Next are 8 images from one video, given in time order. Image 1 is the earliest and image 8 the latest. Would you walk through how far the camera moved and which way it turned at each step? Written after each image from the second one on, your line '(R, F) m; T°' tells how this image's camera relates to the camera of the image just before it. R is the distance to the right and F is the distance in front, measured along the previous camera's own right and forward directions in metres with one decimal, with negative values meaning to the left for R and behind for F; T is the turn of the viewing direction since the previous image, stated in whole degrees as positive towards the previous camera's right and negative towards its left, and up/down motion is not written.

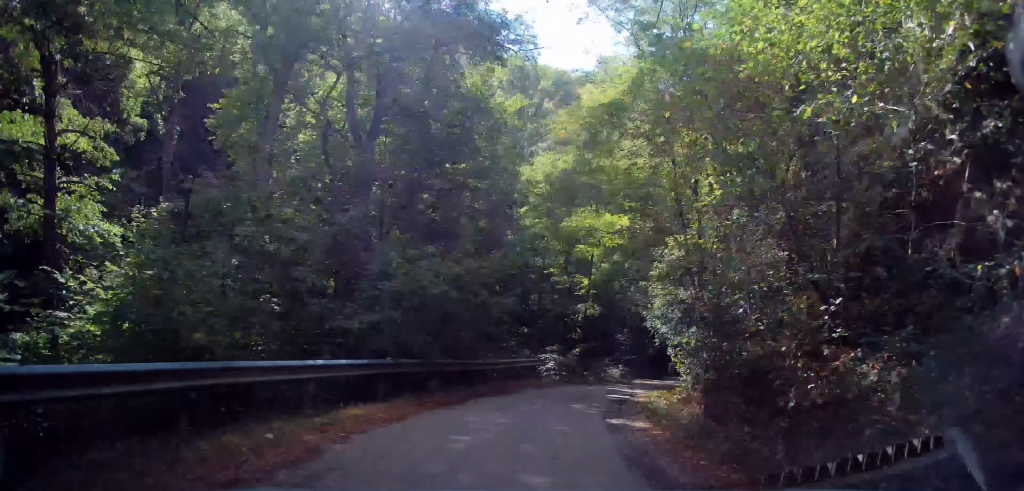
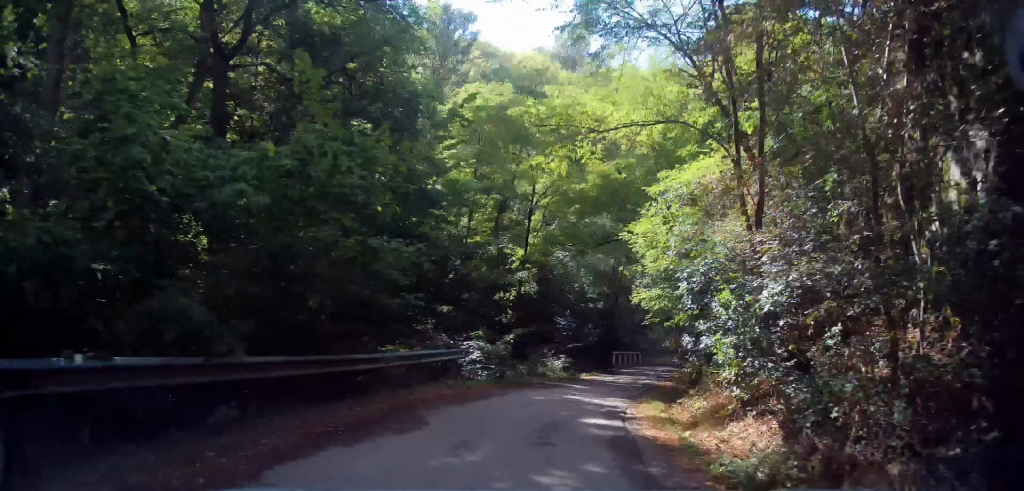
(0.0, +7.8) m; +6°
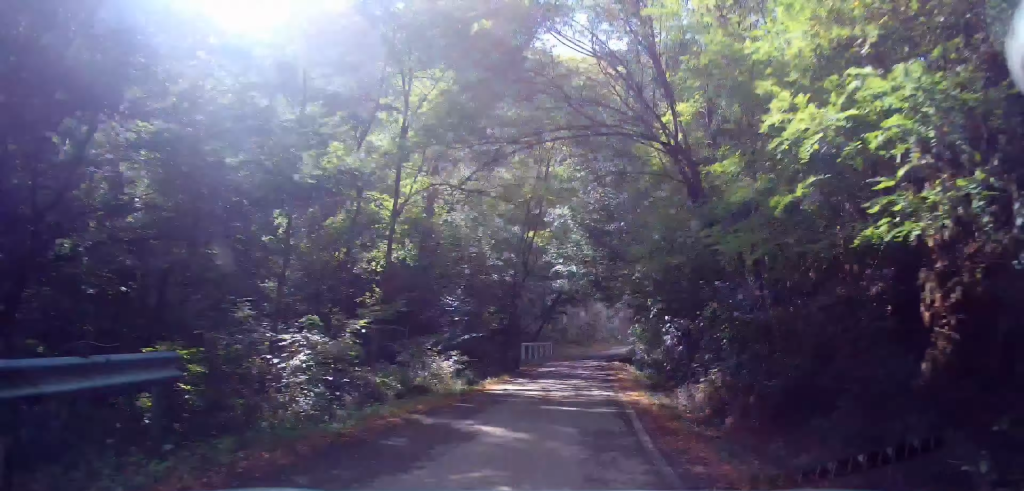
(+1.3, +10.9) m; +10°
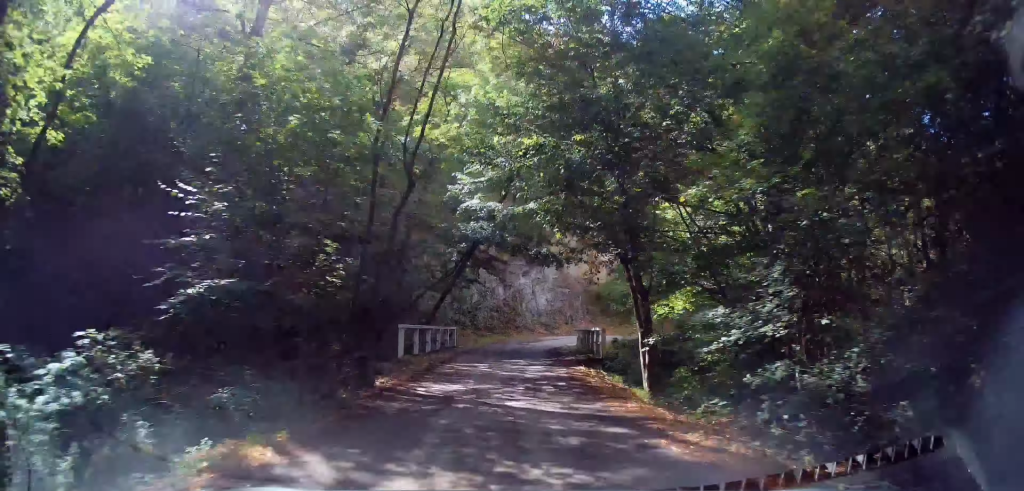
(+1.0, +14.5) m; +7°
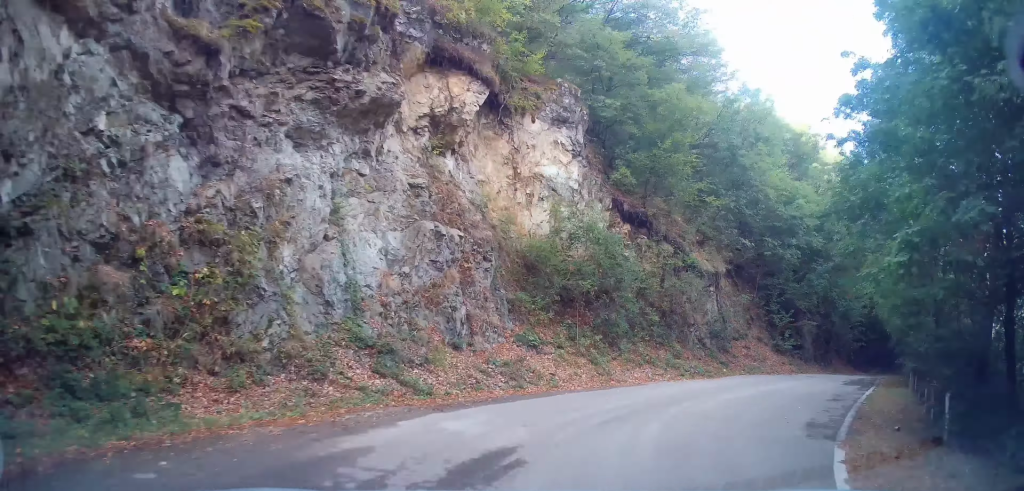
(+3.9, +31.2) m; +18°
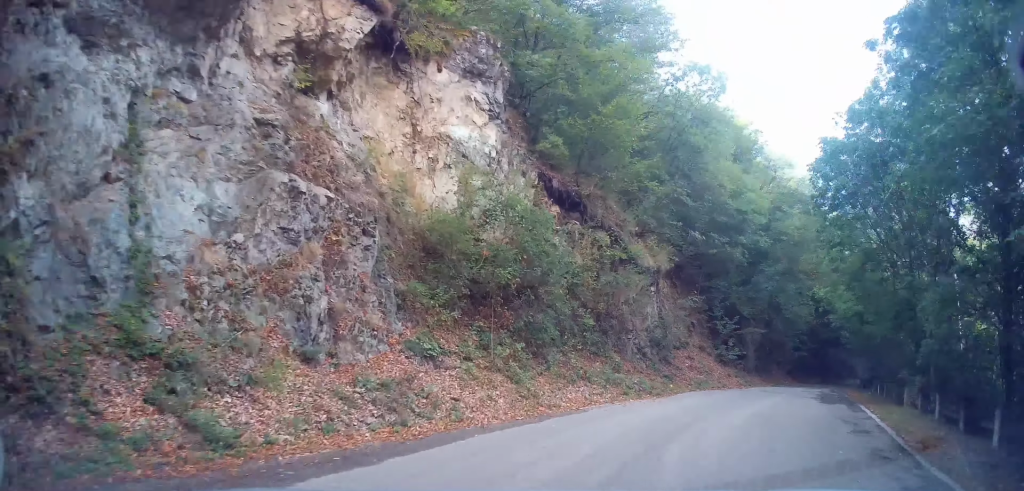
(+0.4, +4.7) m; +9°
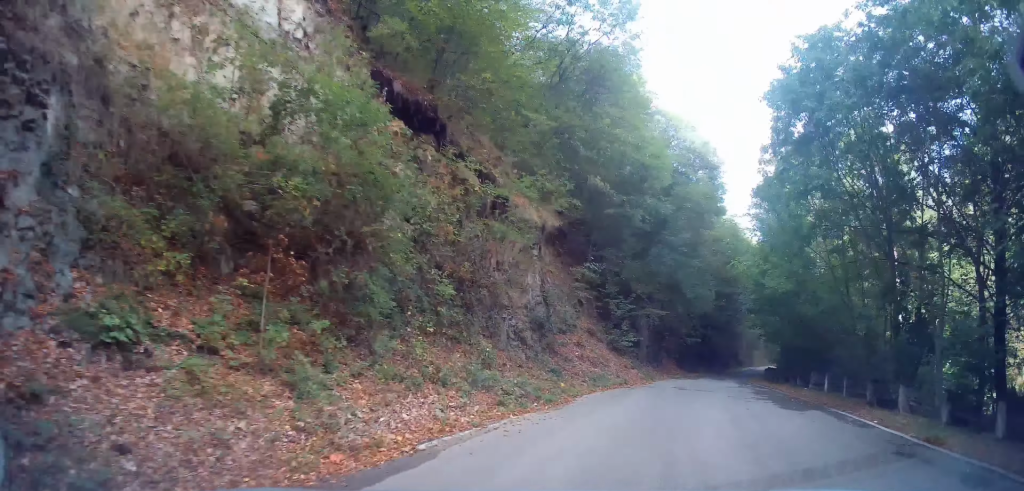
(+0.4, +6.3) m; +14°
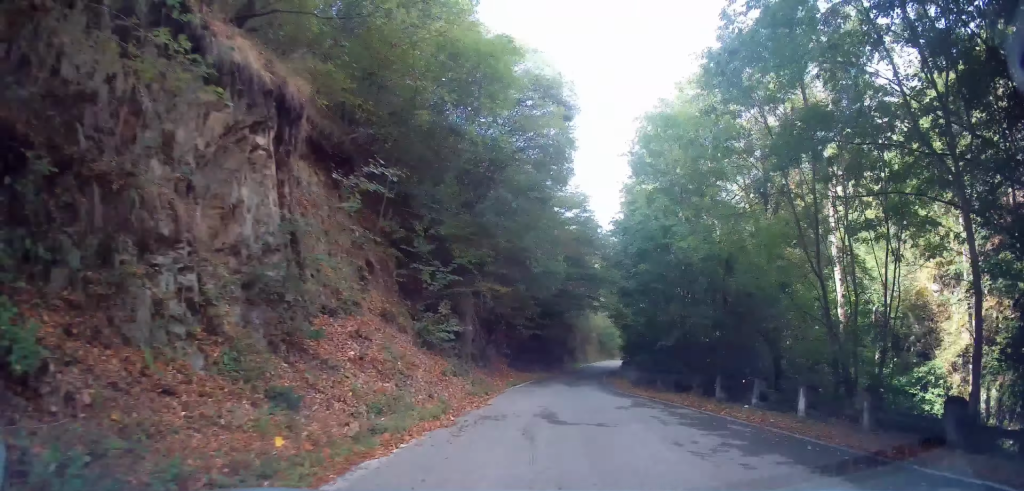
(+2.0, +8.5) m; +21°
